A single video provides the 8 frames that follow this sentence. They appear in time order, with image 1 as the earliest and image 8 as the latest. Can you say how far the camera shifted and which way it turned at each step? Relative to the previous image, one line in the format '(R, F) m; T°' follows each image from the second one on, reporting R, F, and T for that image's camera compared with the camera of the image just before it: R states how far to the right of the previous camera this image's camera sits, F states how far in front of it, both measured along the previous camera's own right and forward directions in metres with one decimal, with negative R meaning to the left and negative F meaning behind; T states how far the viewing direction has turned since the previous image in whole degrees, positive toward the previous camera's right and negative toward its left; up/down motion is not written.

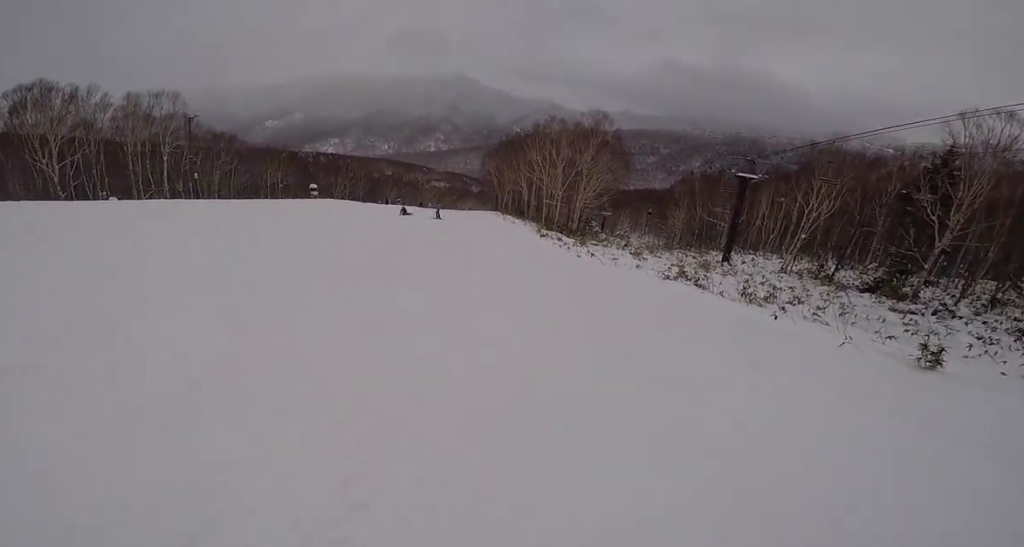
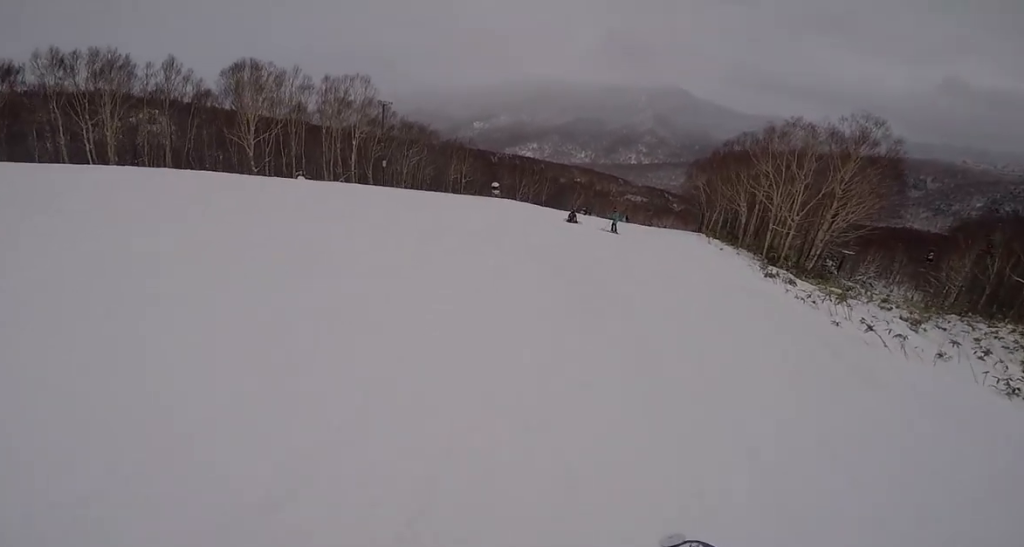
(-2.4, +5.1) m; -32°
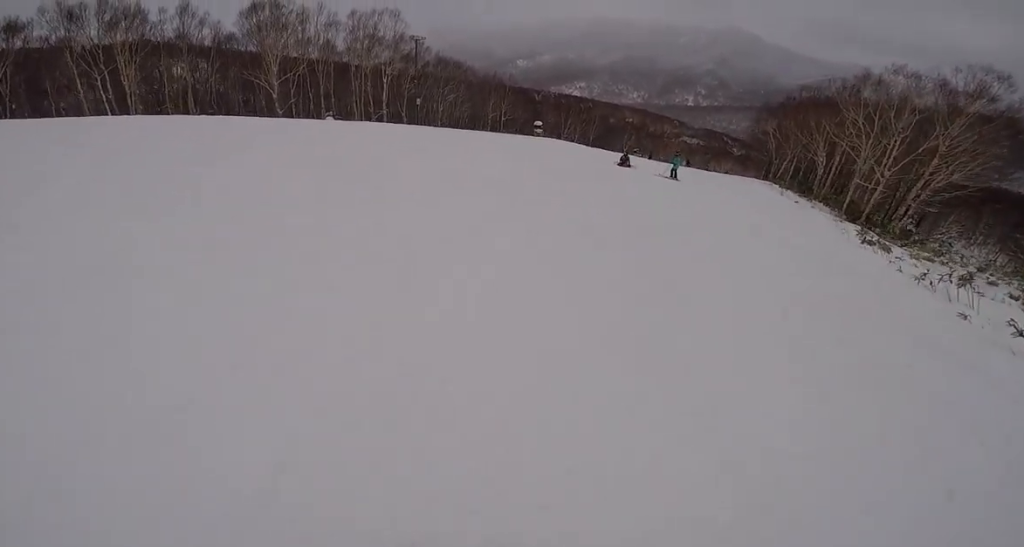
(+0.2, +2.2) m; -7°
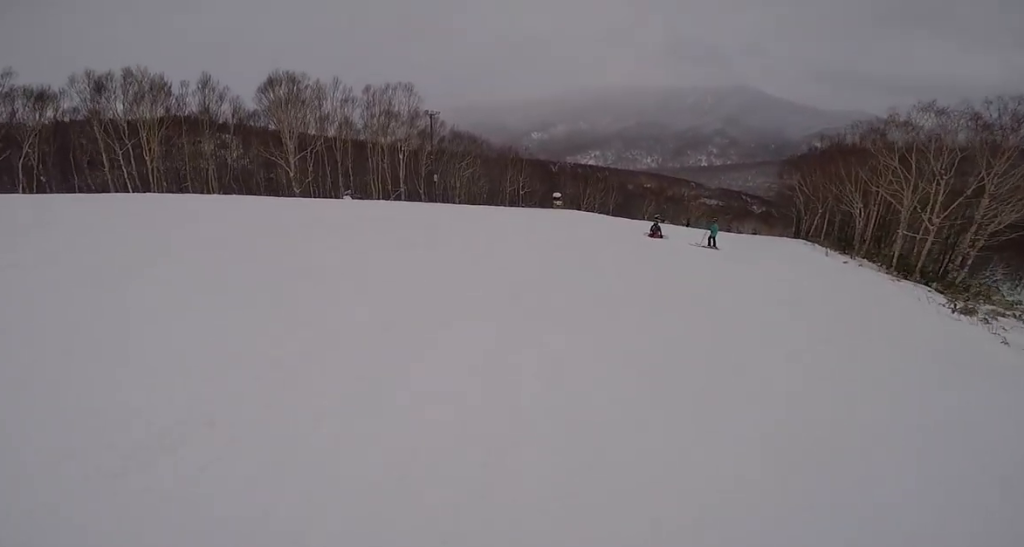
(-0.1, +2.1) m; -4°
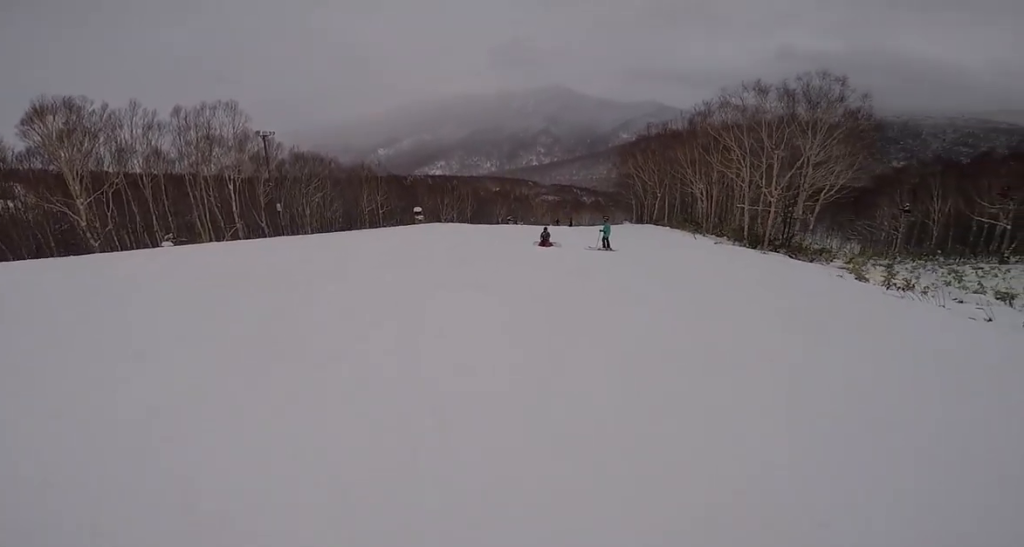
(-0.8, +4.3) m; +1°
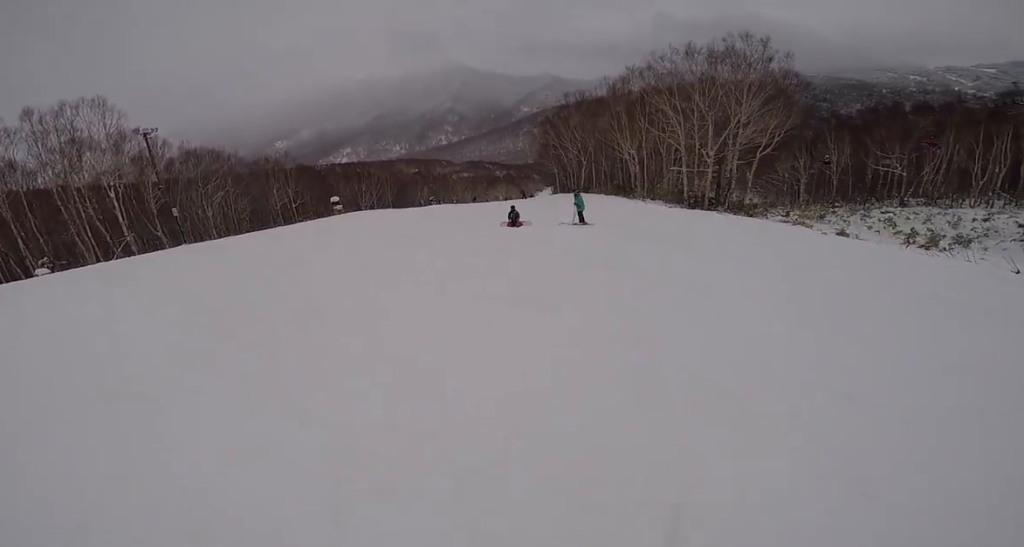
(+0.8, +3.7) m; +17°
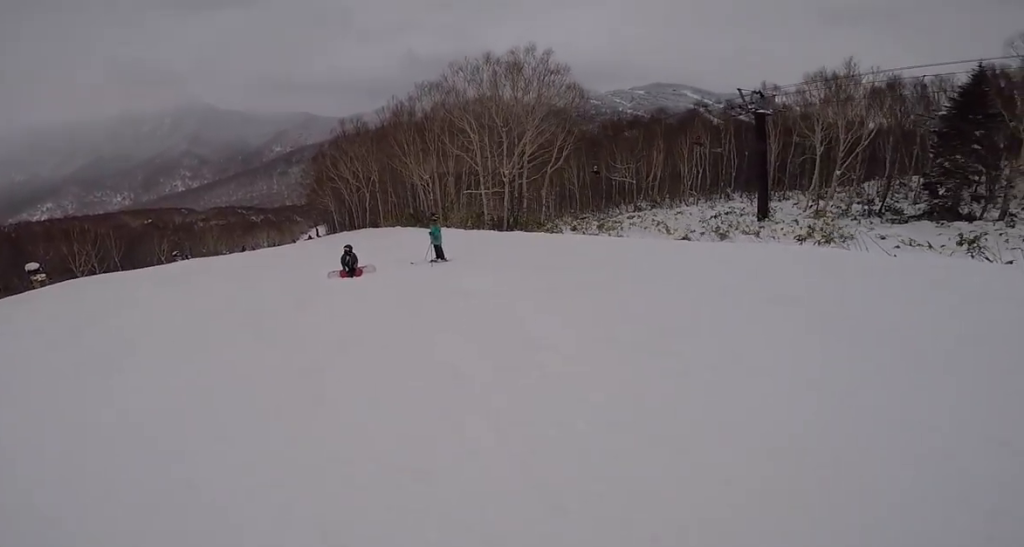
(+1.9, +4.9) m; +50°
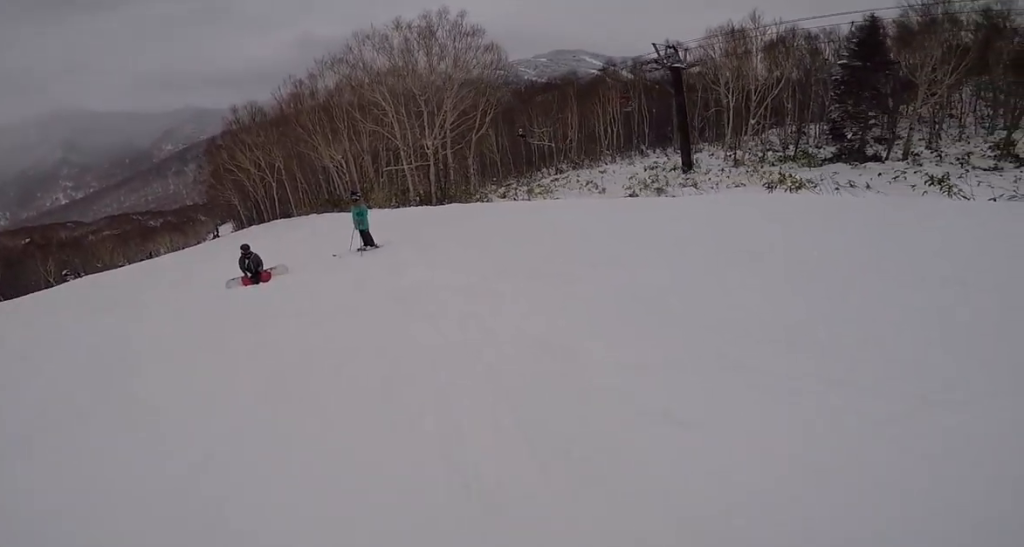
(+0.3, +1.9) m; +19°
